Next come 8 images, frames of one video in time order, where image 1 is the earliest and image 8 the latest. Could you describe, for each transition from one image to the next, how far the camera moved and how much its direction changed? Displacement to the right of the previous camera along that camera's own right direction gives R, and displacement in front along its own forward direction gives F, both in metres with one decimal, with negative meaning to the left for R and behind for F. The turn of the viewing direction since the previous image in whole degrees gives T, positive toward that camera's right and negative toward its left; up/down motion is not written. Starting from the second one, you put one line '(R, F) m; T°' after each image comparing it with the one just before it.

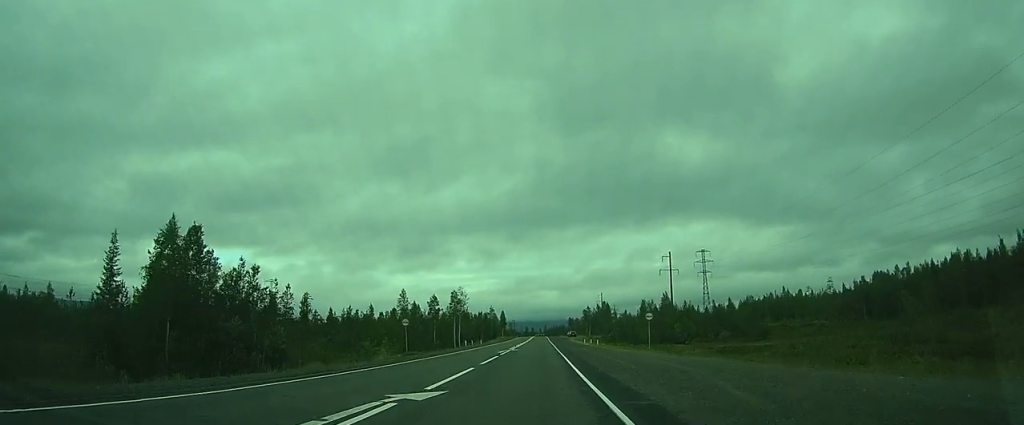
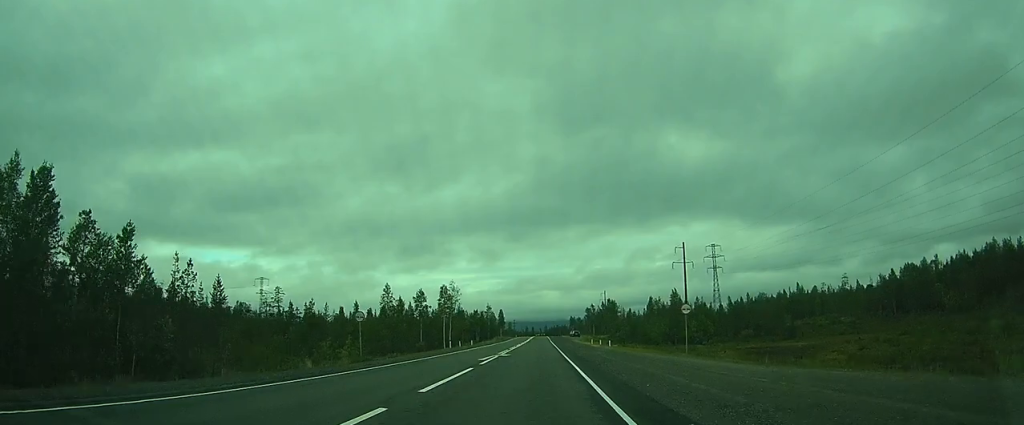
(-0.1, +12.4) m; -1°
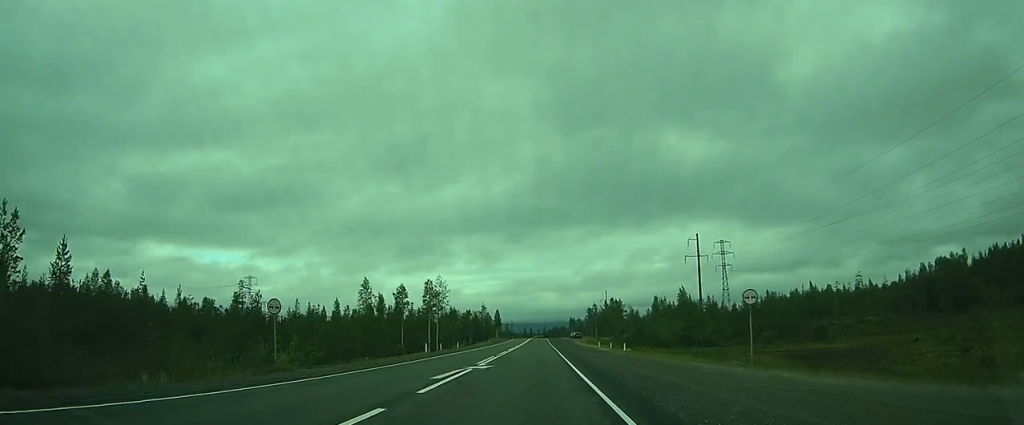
(-0.1, +11.7) m; 0°
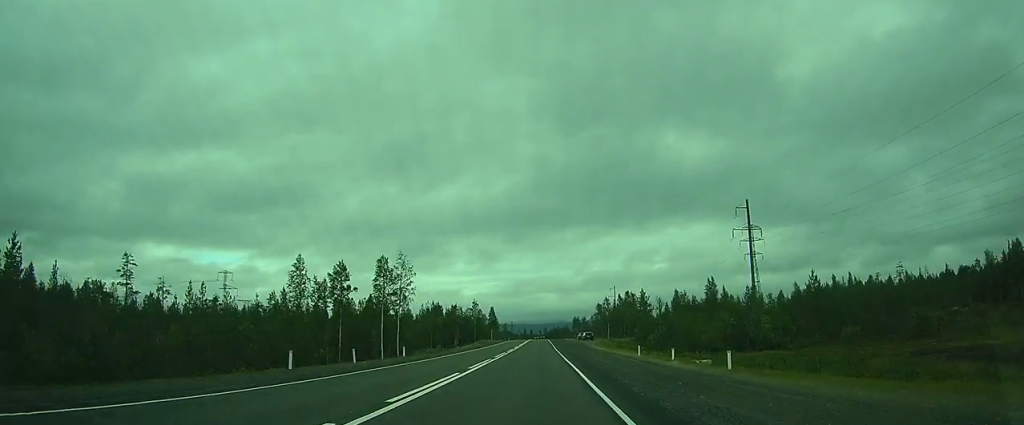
(-0.1, +26.6) m; 0°
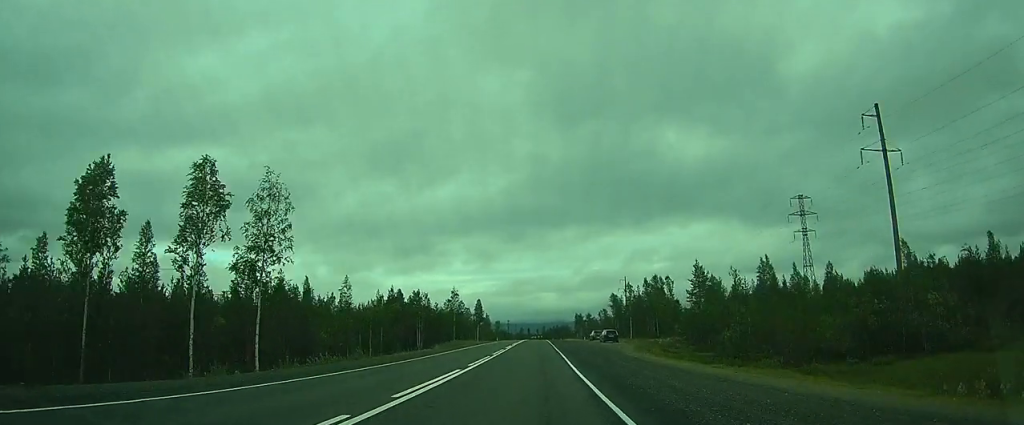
(0.0, +35.0) m; 0°
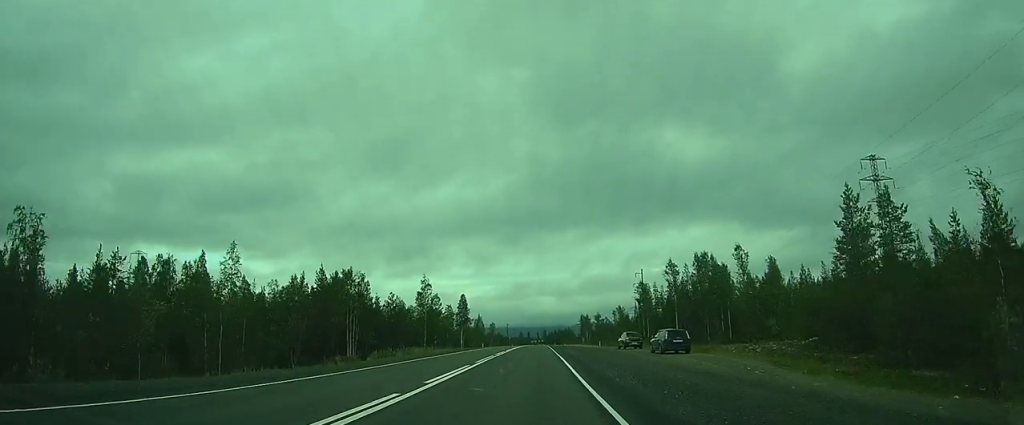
(-0.1, +32.3) m; -1°
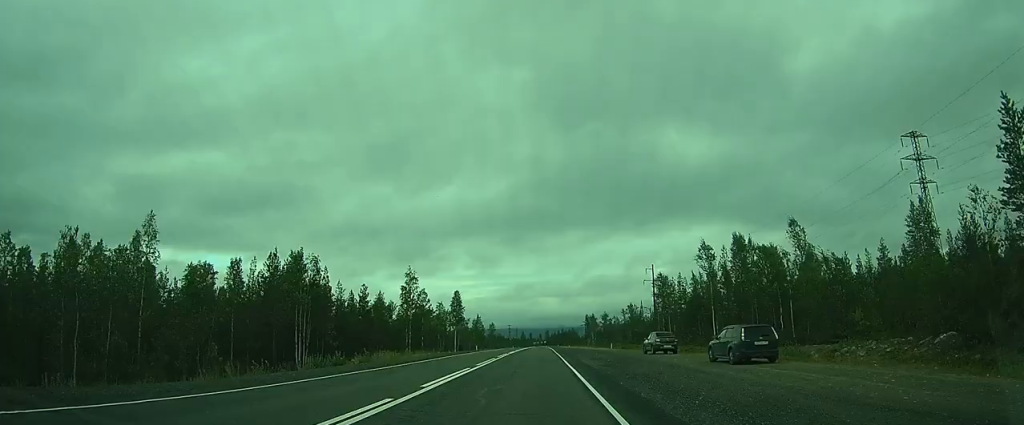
(-0.1, +12.8) m; 0°
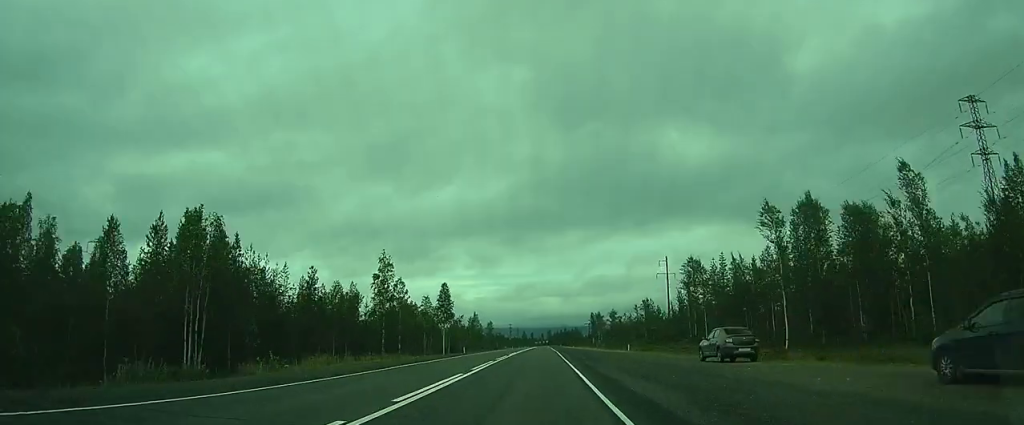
(0.0, +15.2) m; 0°
